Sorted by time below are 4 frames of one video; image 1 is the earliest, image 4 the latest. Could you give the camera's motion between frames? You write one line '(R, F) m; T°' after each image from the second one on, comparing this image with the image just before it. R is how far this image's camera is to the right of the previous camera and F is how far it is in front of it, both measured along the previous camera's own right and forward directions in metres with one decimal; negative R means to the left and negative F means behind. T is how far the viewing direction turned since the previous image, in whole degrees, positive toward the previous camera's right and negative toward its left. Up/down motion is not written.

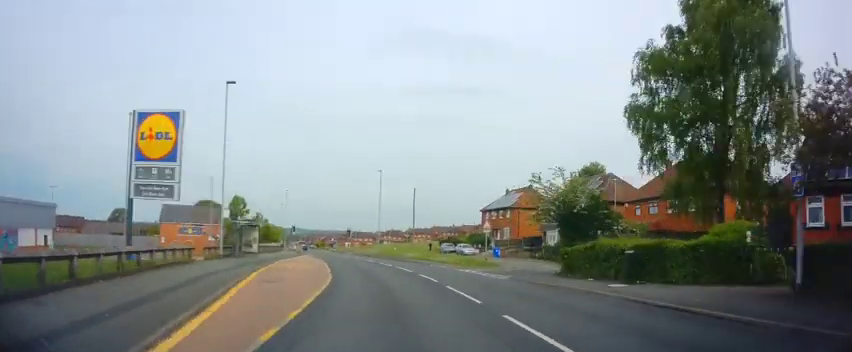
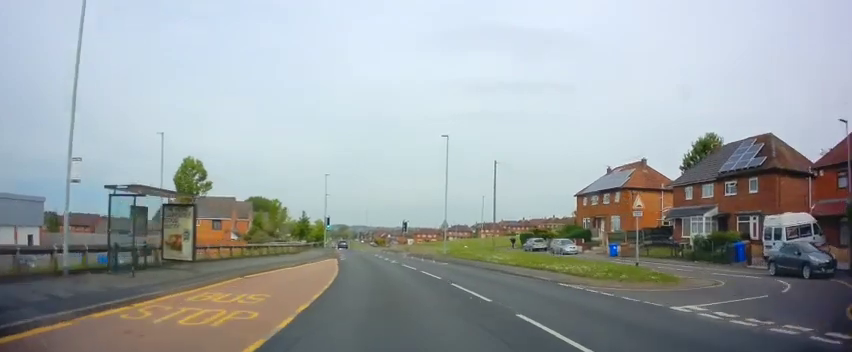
(-1.7, +17.3) m; -10°
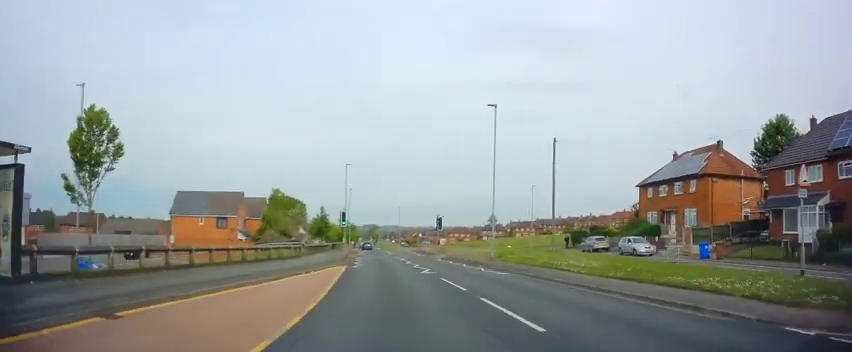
(-0.3, +9.3) m; -3°
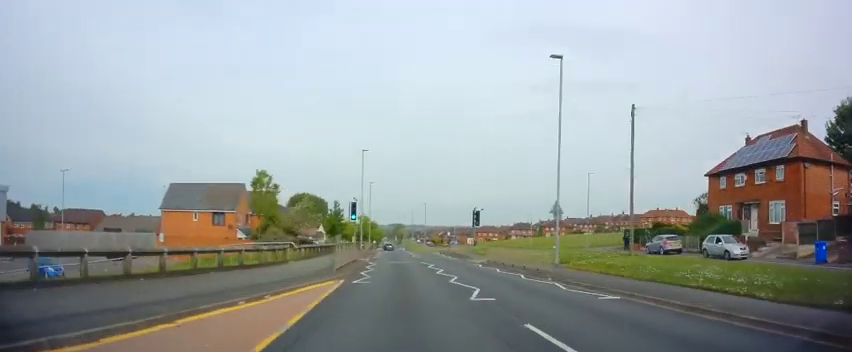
(-0.3, +8.9) m; -3°
